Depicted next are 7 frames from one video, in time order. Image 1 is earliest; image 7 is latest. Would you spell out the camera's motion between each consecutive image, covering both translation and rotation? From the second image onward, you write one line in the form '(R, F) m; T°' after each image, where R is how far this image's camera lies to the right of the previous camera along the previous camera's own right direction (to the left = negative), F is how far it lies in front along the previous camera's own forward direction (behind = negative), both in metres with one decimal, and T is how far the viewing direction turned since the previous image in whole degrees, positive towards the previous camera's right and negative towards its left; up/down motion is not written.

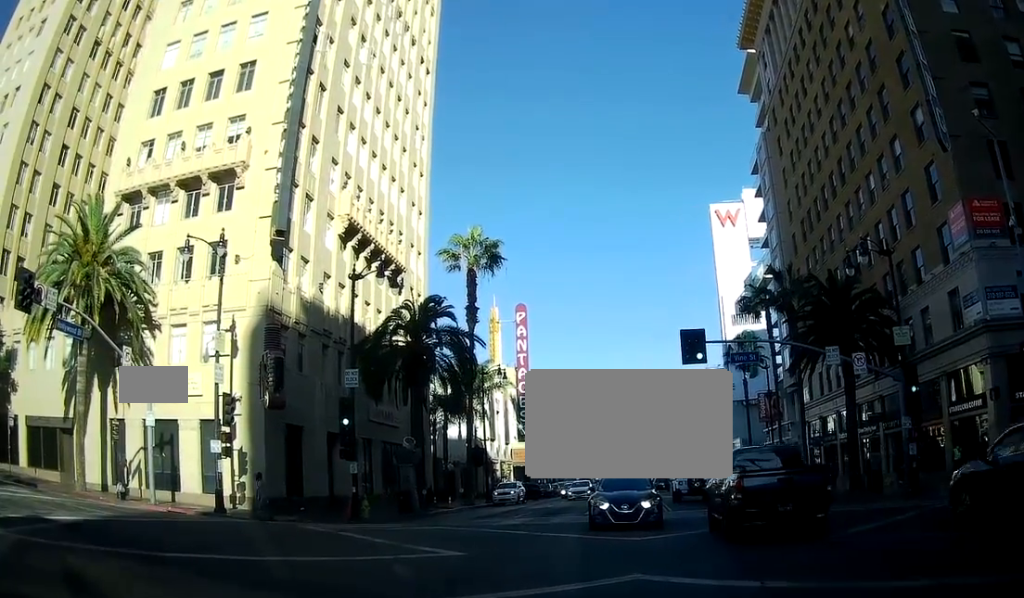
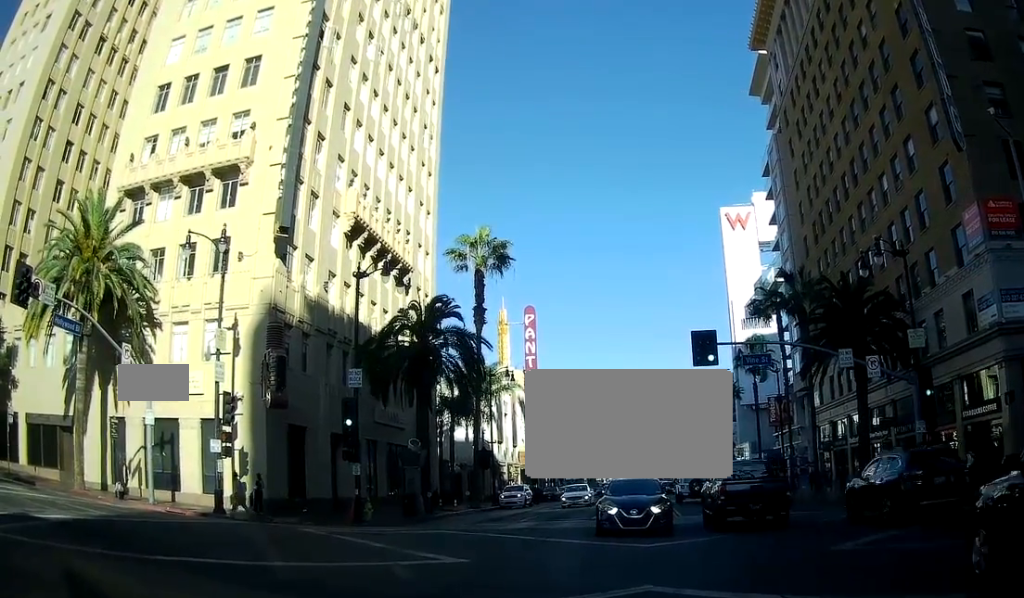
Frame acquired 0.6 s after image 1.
(-0.1, +0.7) m; 0°
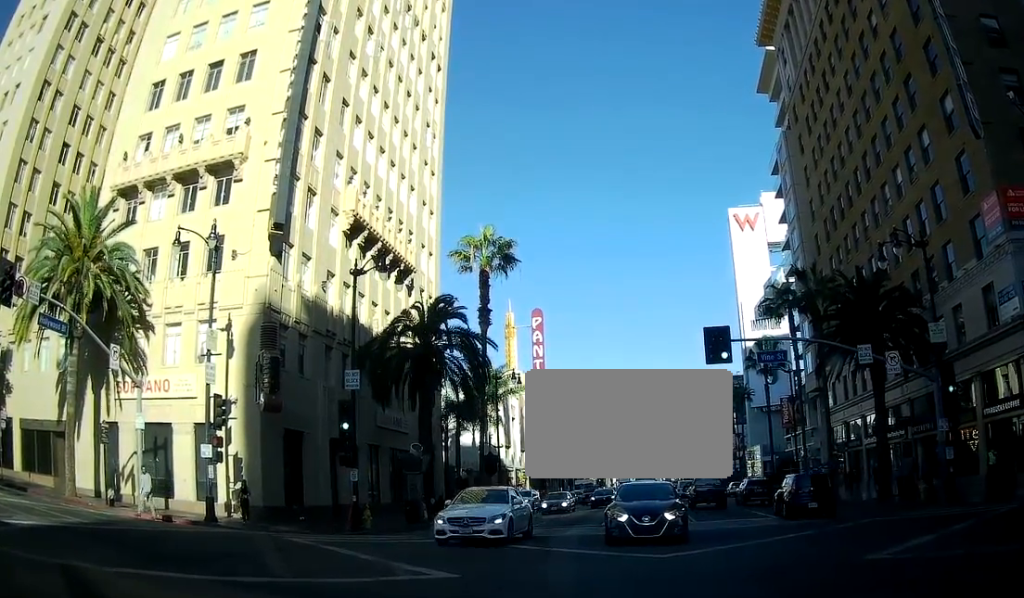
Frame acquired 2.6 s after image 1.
(+0.2, +2.0) m; 0°
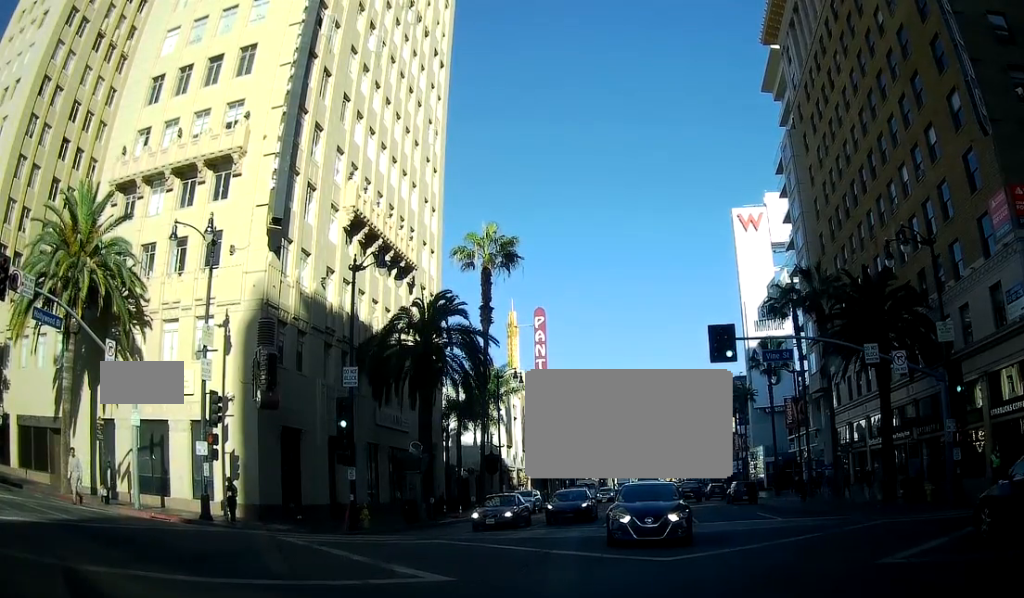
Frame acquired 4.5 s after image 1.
(+0.8, +1.1) m; 0°
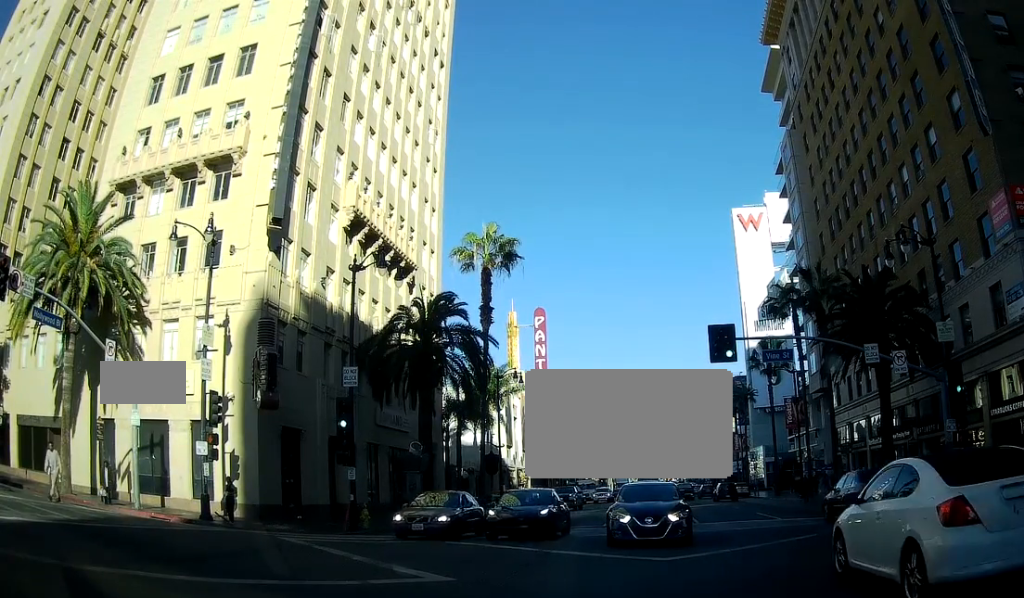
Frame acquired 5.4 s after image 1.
(+0.3, +0.1) m; 0°
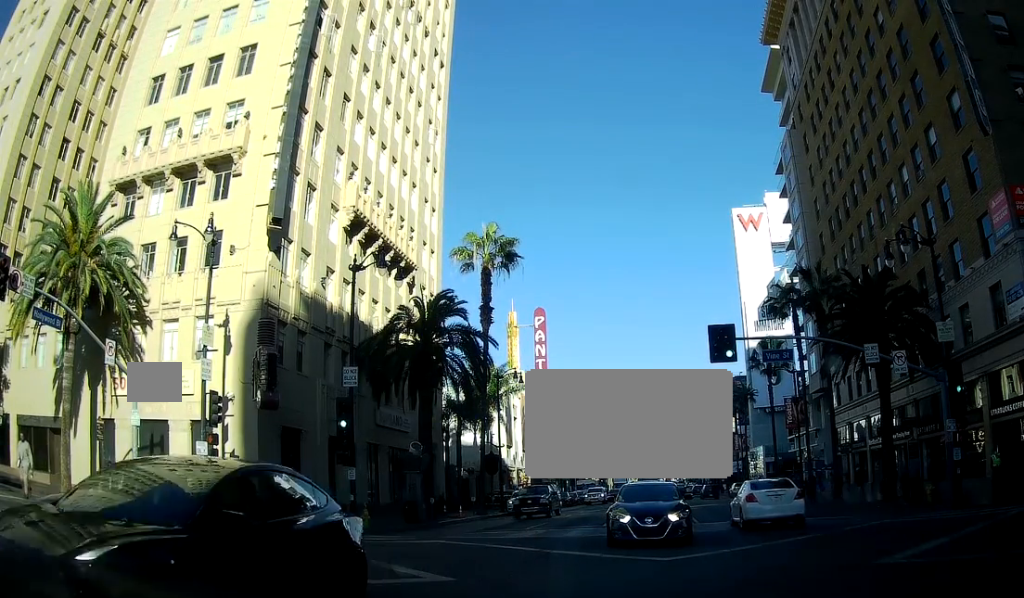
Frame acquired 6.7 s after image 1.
(0.0, 0.0) m; 0°
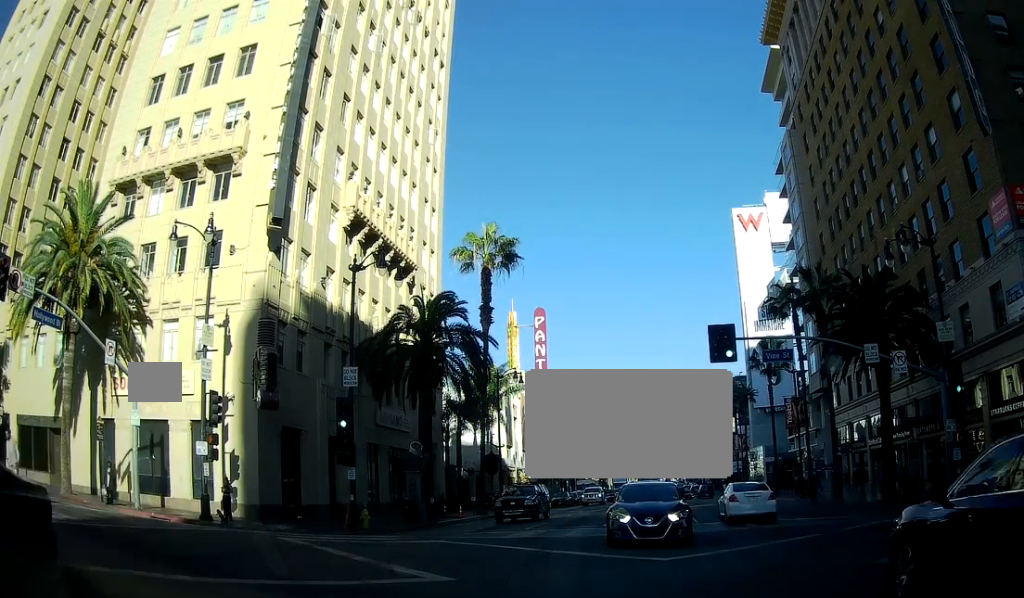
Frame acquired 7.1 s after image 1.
(0.0, 0.0) m; 0°
